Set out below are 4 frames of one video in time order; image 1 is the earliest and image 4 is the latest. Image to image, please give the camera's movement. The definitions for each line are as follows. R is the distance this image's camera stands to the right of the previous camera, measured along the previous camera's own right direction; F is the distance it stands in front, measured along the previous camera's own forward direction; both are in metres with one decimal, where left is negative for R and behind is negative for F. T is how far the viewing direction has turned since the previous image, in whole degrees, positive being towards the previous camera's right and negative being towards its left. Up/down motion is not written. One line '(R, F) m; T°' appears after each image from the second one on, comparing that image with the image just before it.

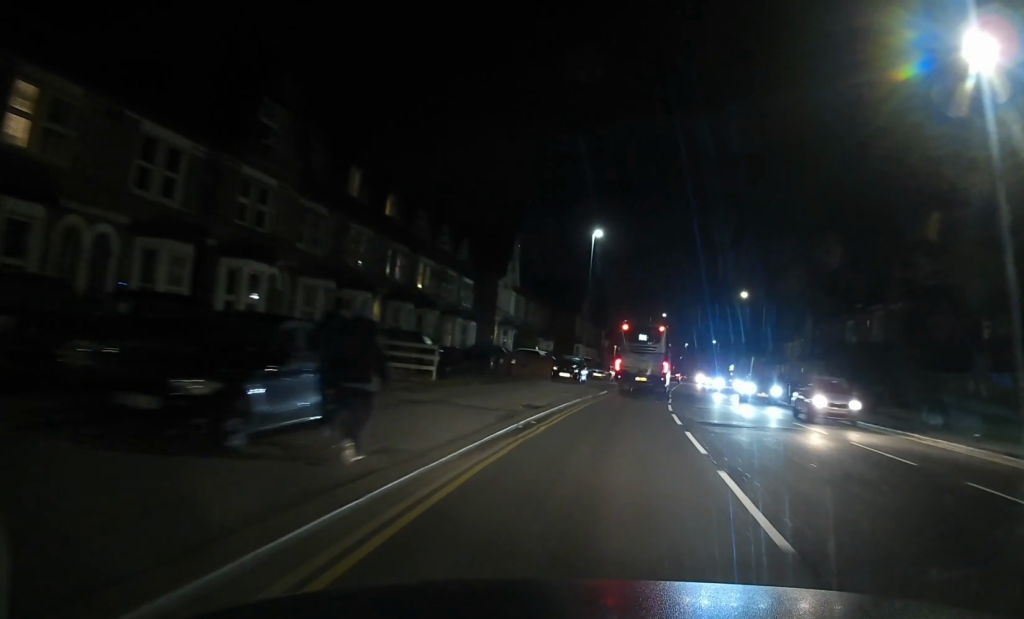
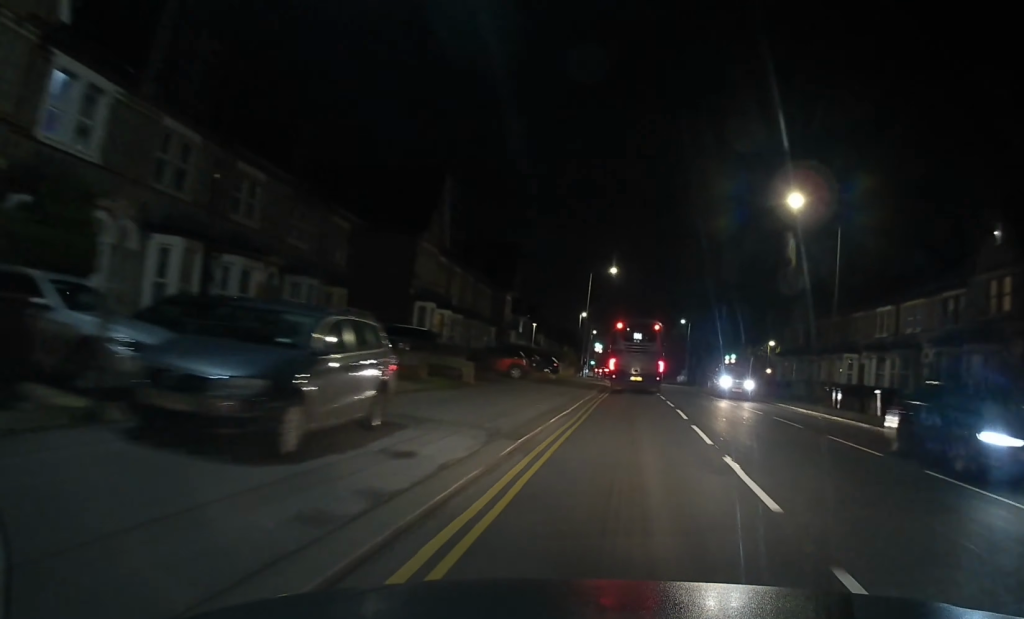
(+1.2, +47.9) m; +4°
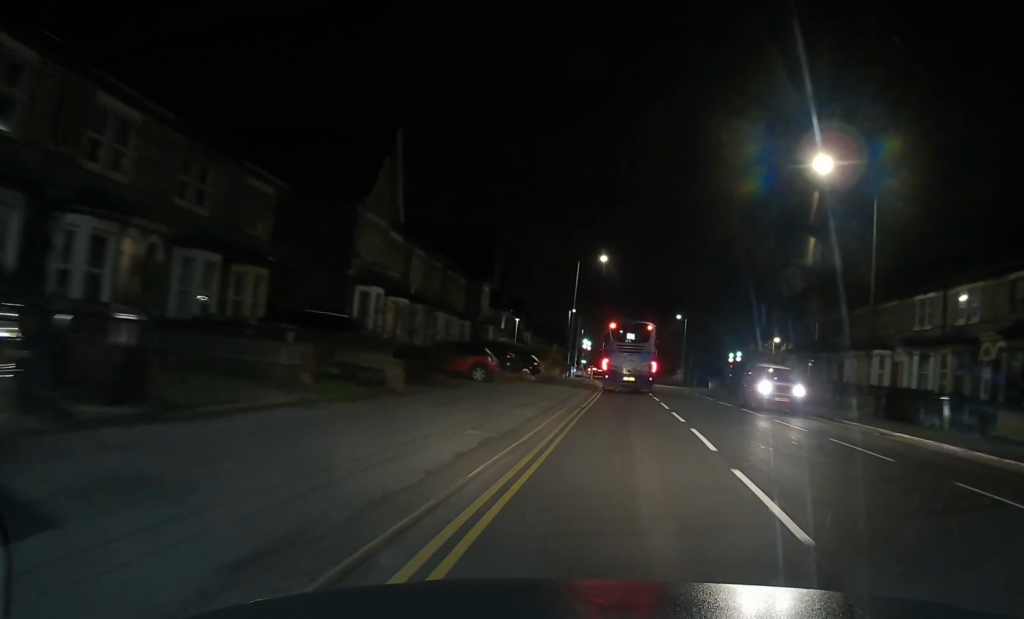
(+0.1, +7.4) m; +3°
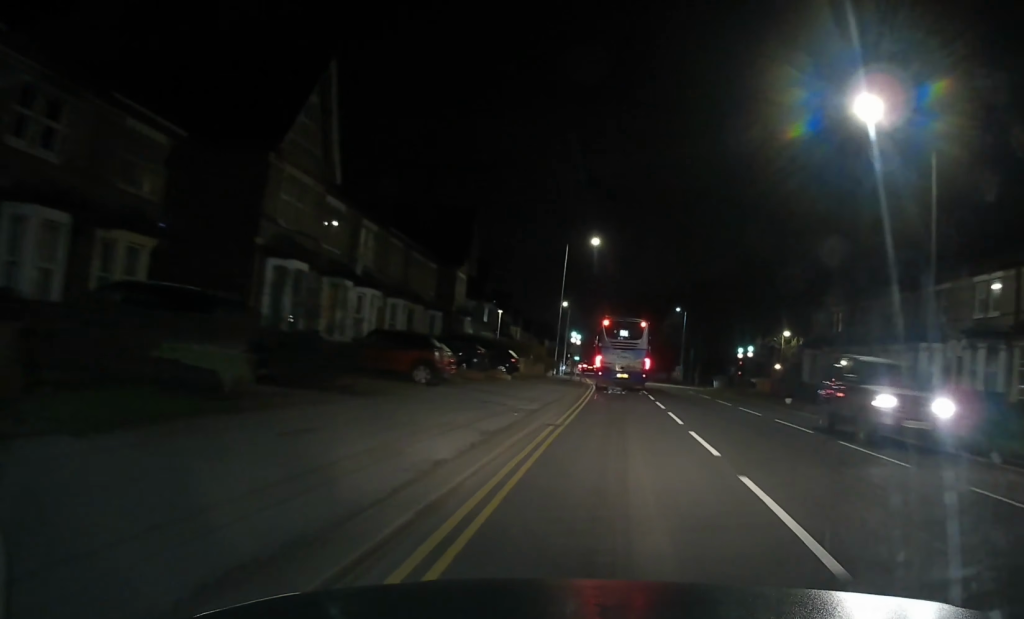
(+0.3, +7.5) m; 0°
